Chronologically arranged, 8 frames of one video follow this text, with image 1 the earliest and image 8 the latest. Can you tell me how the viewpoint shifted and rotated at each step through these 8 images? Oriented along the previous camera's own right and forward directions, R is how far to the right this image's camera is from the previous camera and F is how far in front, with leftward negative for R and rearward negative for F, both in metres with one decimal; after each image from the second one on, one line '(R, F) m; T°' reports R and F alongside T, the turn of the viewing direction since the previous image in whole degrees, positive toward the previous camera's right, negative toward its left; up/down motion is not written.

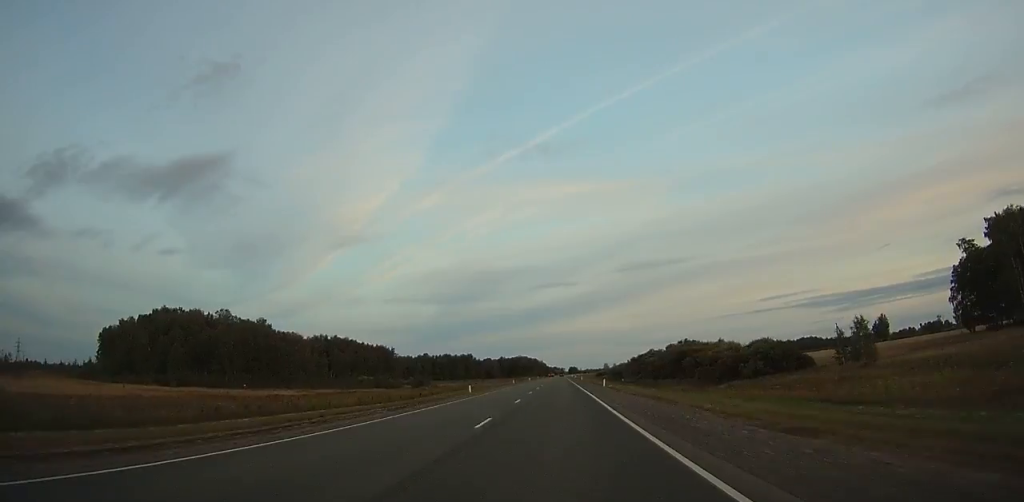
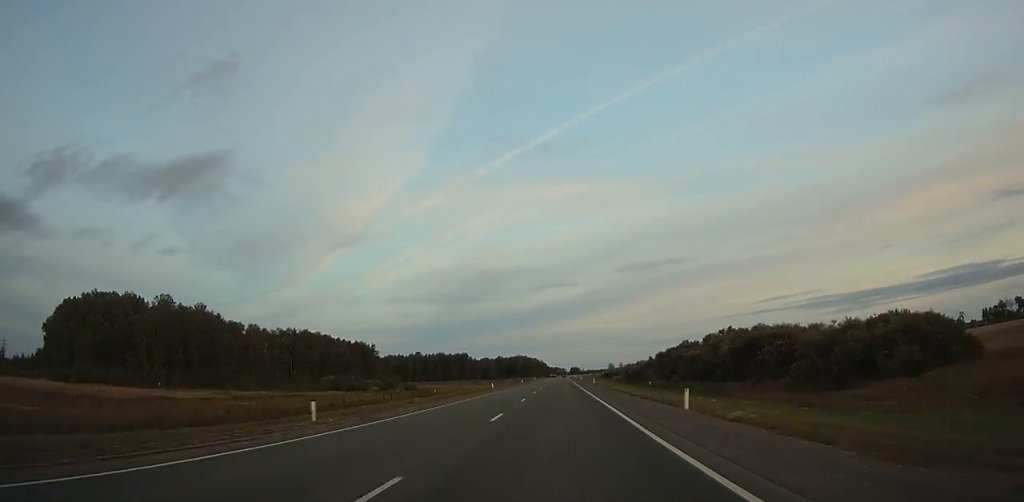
(-0.2, +32.5) m; 0°
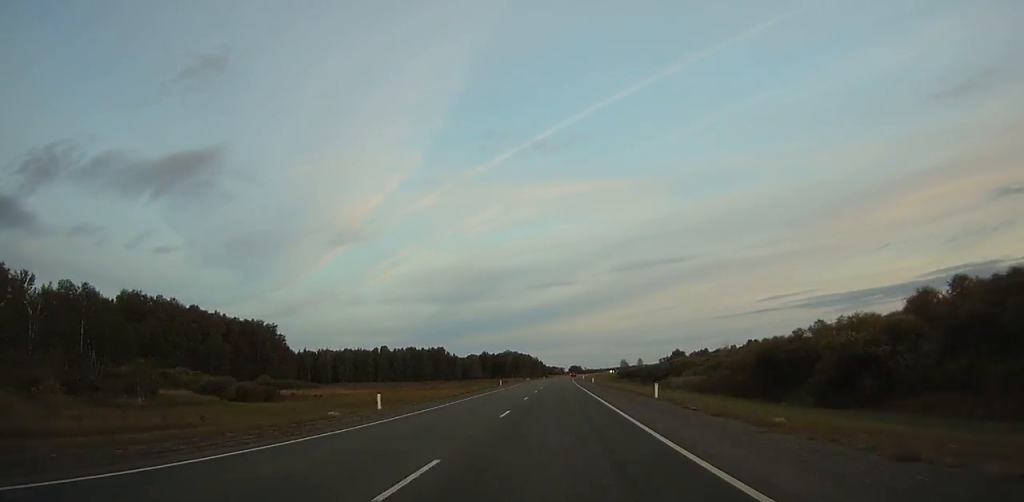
(+0.4, +94.2) m; +1°
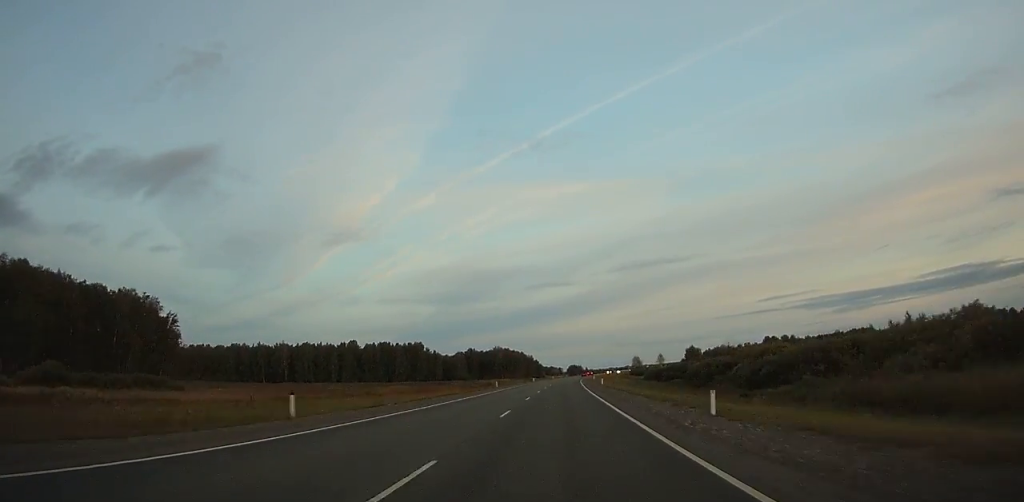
(+0.3, +59.0) m; 0°
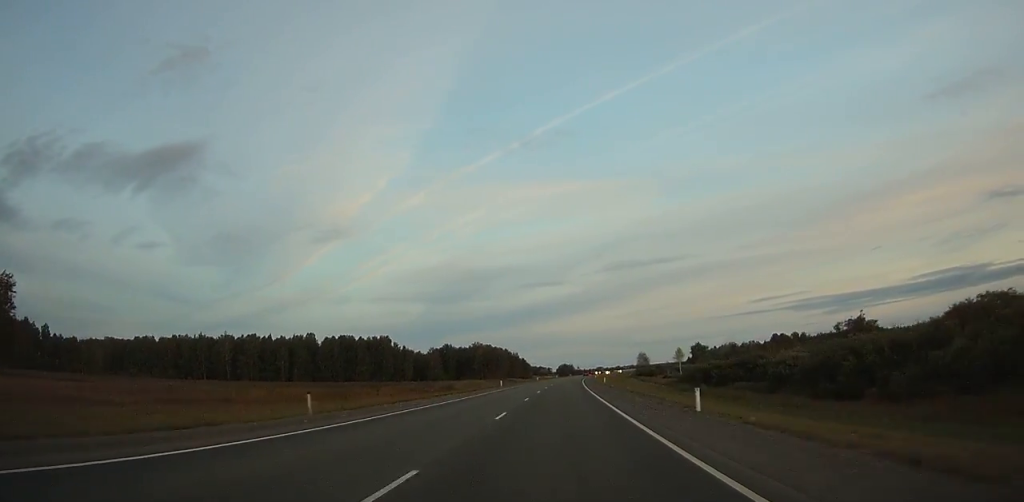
(+0.2, +48.1) m; +1°
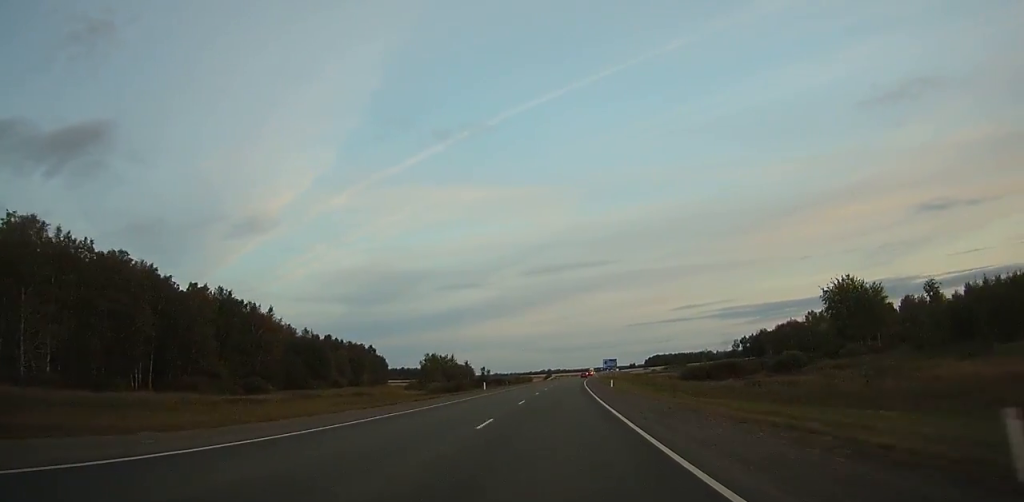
(+15.6, +262.9) m; +7°
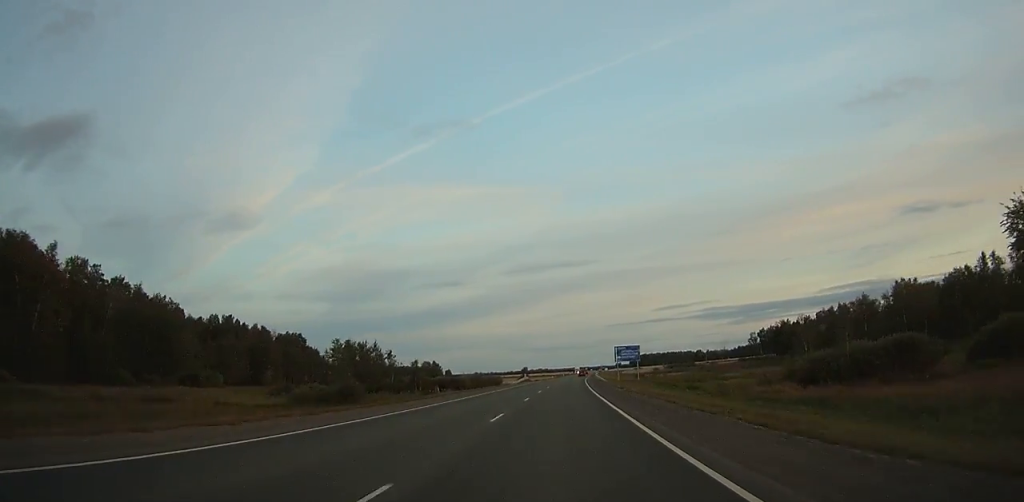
(+1.0, +57.7) m; +2°
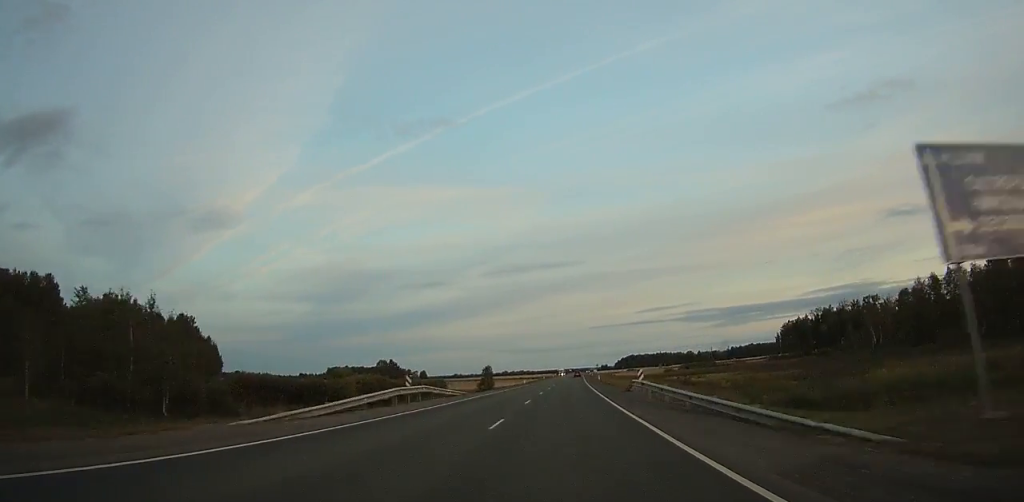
(+0.9, +60.3) m; +2°
